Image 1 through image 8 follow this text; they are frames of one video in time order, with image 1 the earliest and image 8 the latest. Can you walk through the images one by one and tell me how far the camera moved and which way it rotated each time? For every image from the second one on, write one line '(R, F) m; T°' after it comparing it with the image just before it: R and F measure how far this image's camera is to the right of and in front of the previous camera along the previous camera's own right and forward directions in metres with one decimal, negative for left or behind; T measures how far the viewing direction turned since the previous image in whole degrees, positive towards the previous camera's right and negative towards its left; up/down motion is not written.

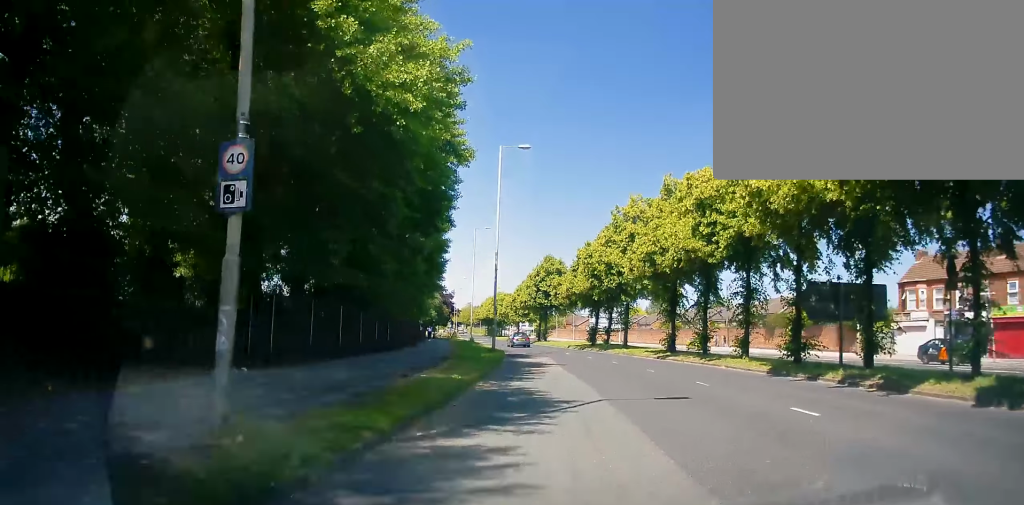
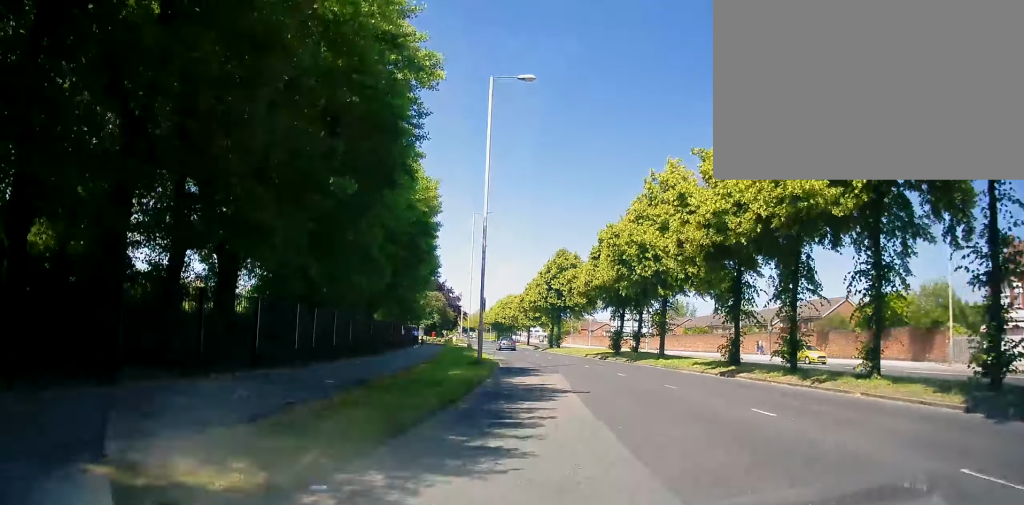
(+0.1, +10.7) m; 0°
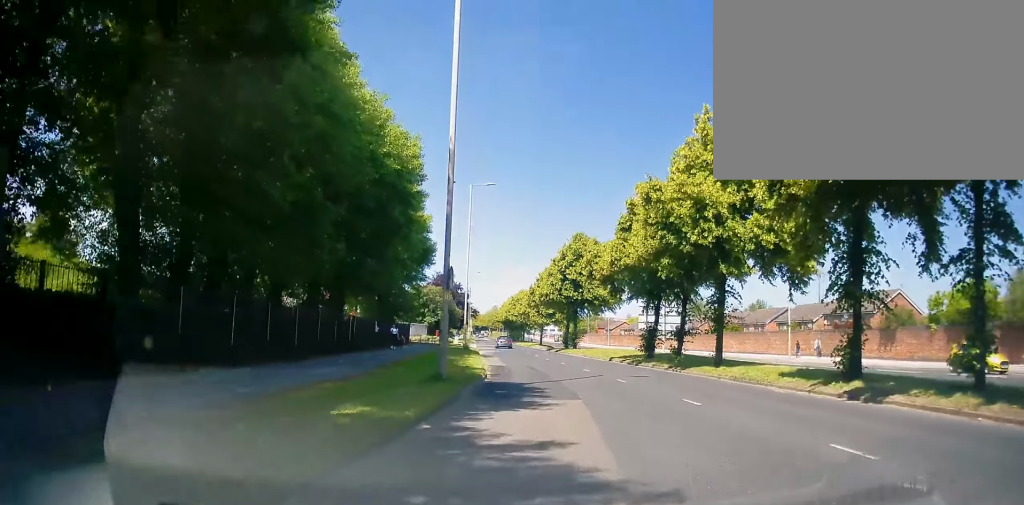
(-0.1, +9.7) m; -4°
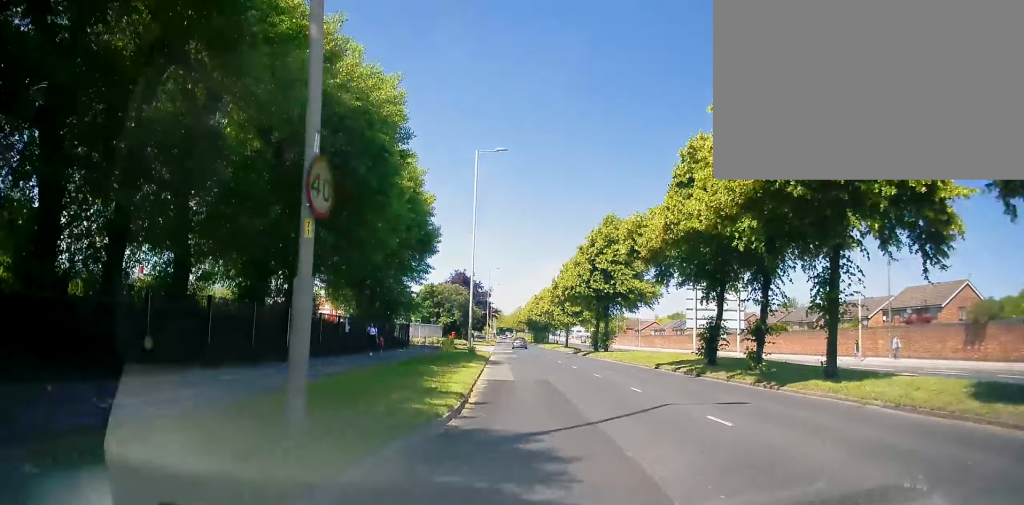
(-0.6, +8.7) m; -2°
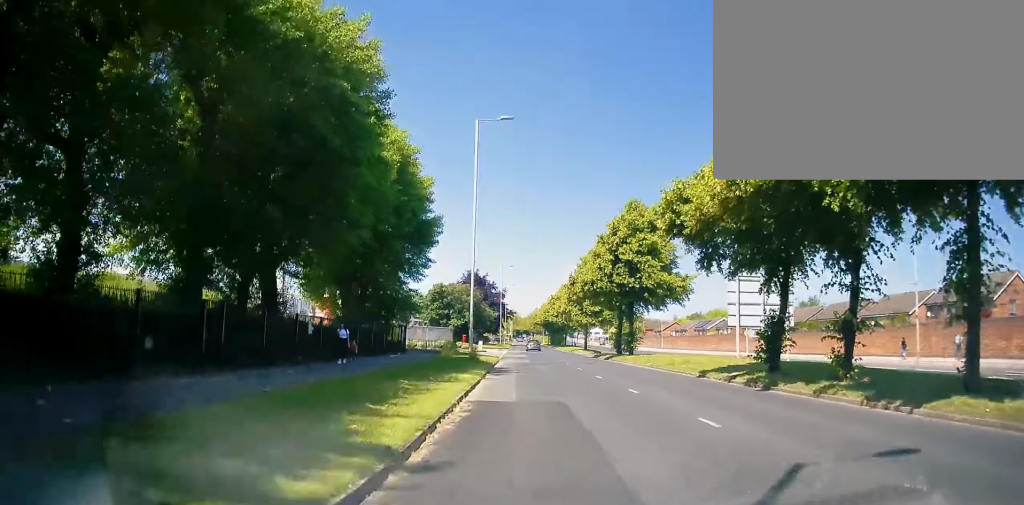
(+0.2, +5.8) m; -1°
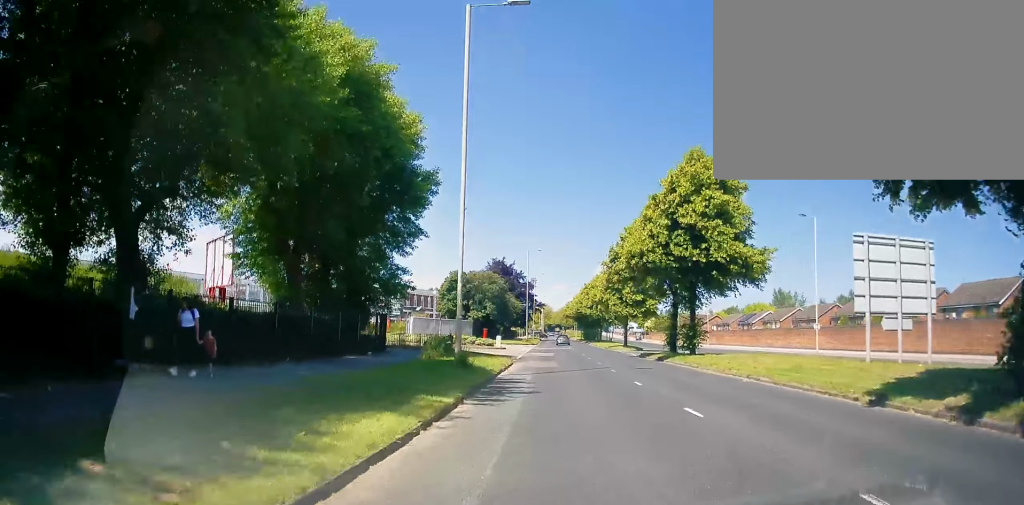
(-0.1, +11.1) m; -3°
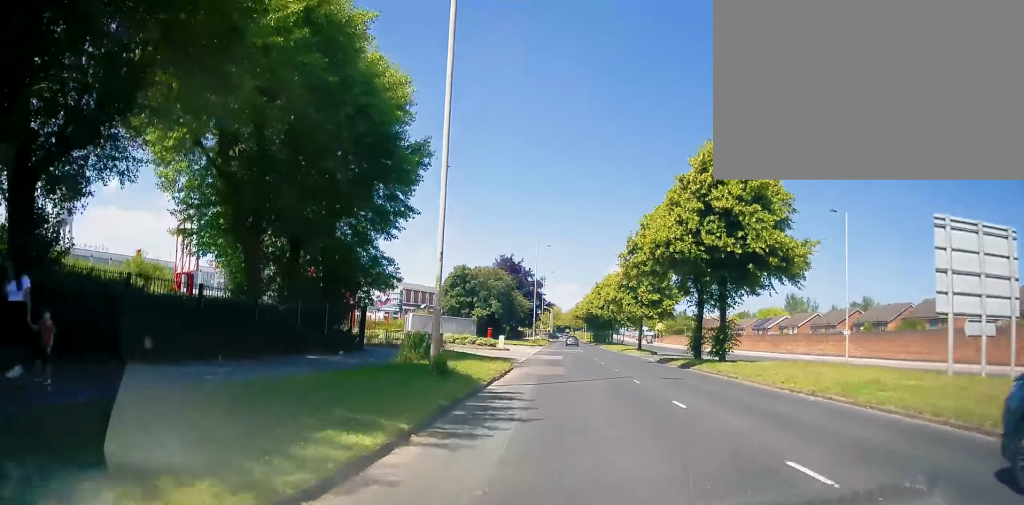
(-0.2, +4.5) m; -2°
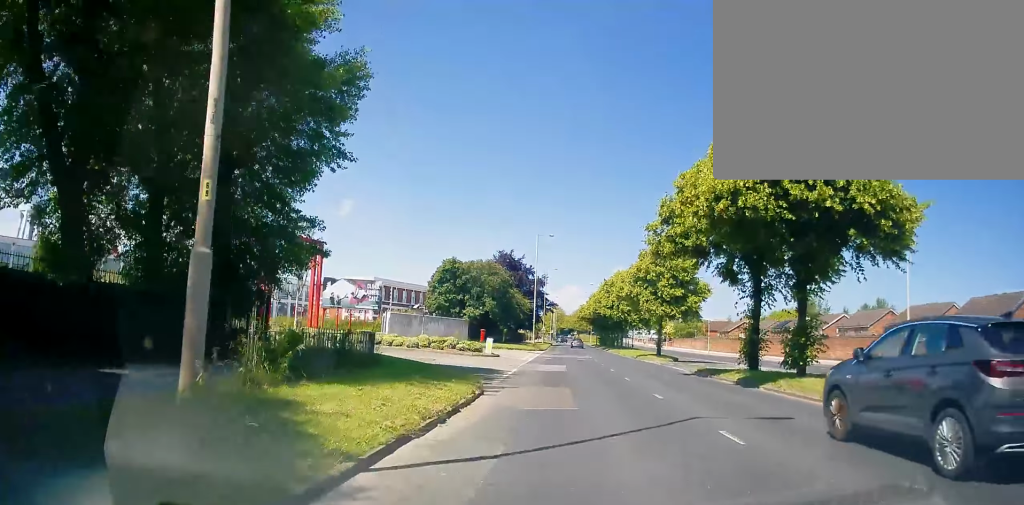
(-0.1, +9.4) m; 0°
